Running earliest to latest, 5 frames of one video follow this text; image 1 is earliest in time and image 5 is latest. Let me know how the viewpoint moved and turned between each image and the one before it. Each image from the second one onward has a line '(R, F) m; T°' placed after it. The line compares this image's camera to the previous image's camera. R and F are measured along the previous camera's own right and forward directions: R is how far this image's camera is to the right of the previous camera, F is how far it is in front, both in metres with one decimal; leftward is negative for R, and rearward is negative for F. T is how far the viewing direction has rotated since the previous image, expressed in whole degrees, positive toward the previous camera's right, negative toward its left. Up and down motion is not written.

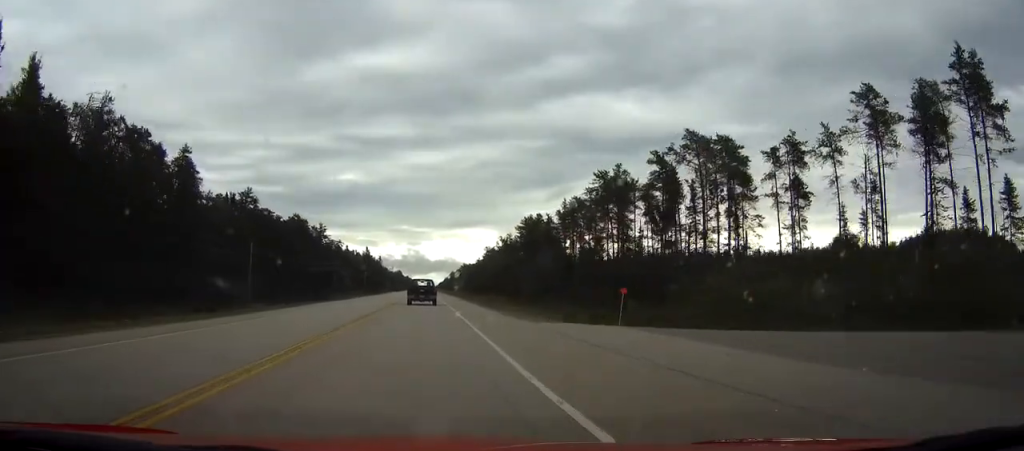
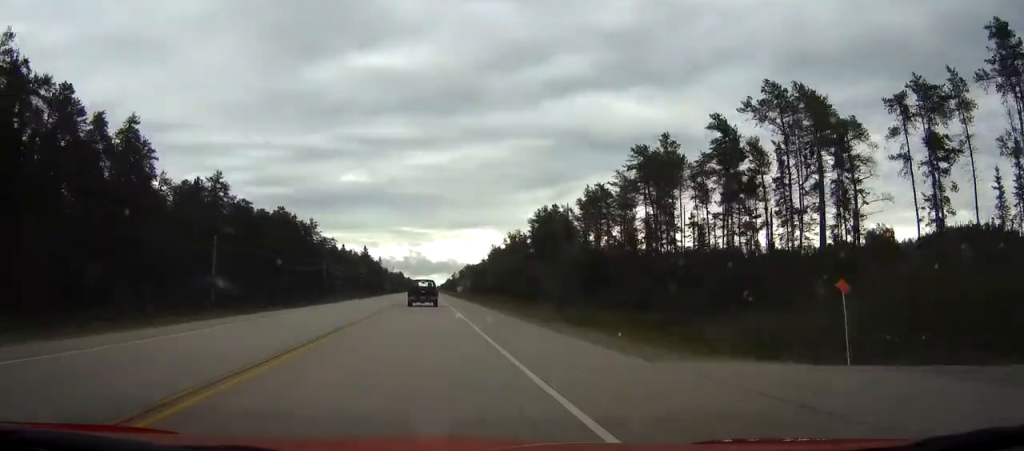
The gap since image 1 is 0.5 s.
(+0.1, +15.6) m; 0°
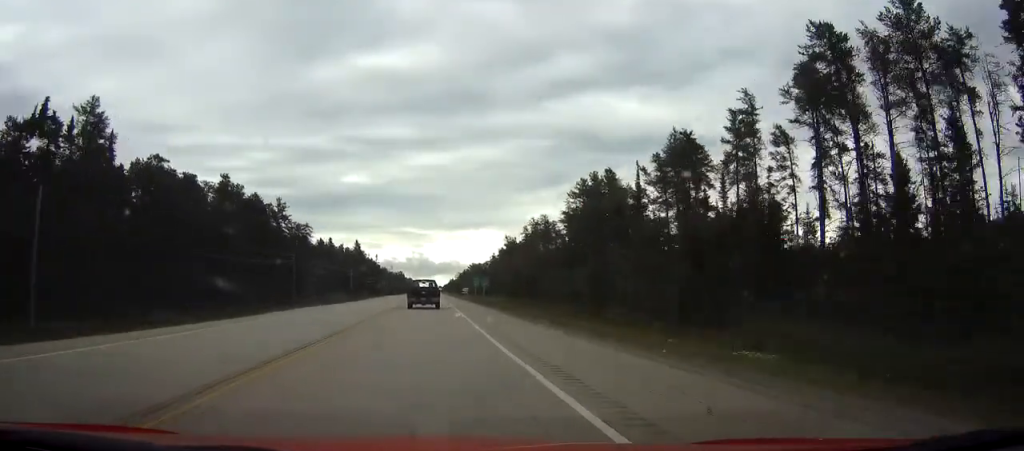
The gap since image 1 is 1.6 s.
(-0.1, +35.3) m; 0°
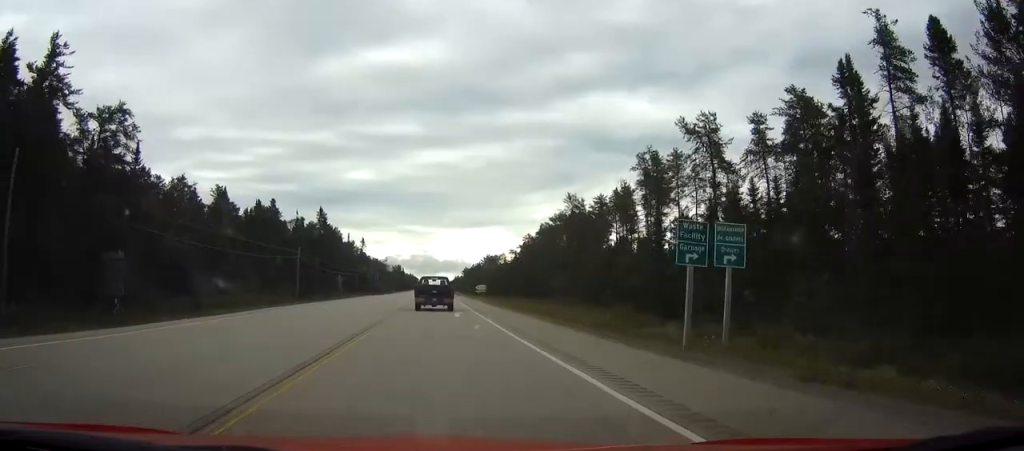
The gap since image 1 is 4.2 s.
(-0.3, +79.1) m; 0°
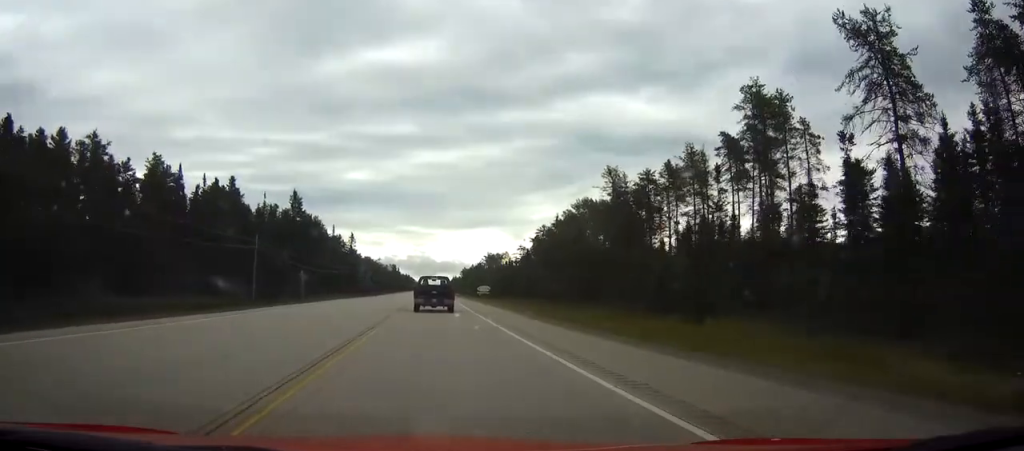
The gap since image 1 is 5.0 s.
(+0.1, +25.4) m; 0°
